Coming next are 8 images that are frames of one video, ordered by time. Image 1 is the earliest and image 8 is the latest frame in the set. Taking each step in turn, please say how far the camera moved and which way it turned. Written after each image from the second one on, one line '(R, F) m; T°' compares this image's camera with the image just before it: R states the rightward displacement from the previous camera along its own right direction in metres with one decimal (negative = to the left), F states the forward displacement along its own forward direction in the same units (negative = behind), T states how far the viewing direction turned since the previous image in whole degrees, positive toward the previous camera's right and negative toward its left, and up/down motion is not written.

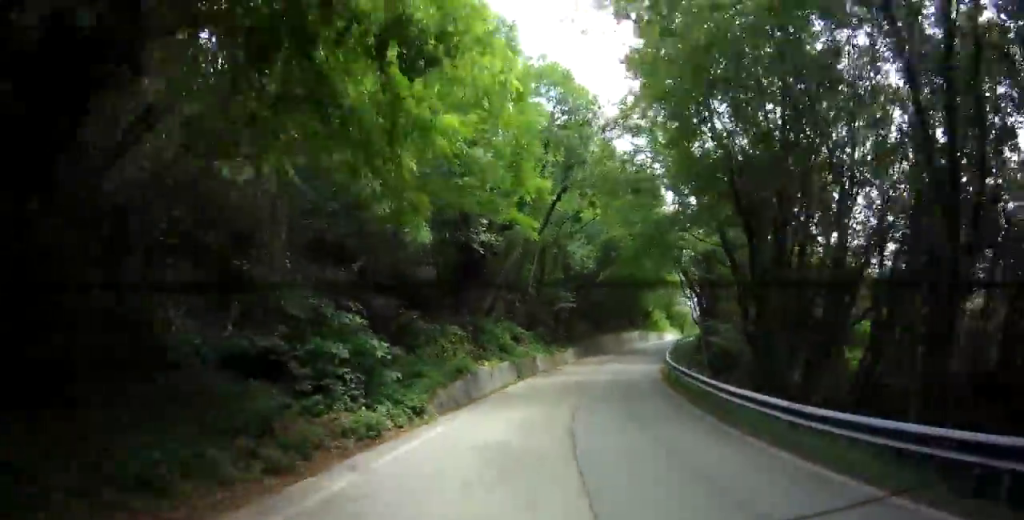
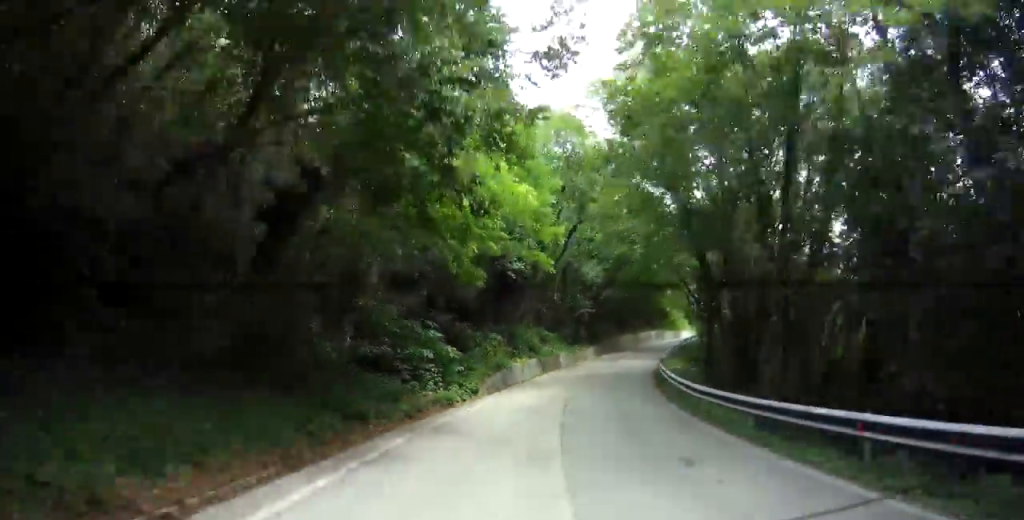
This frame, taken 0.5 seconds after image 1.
(+0.1, +7.3) m; -3°
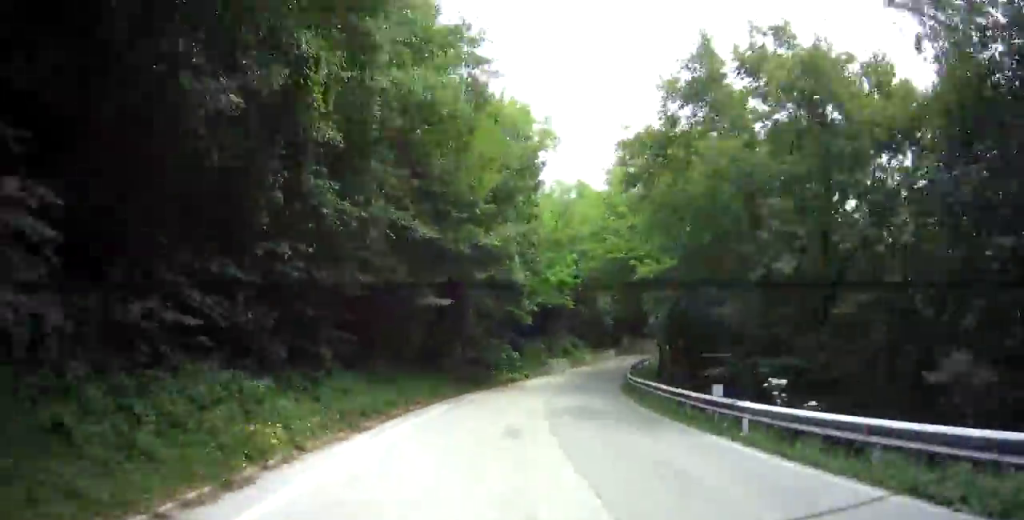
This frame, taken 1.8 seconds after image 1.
(-1.4, +17.1) m; -7°
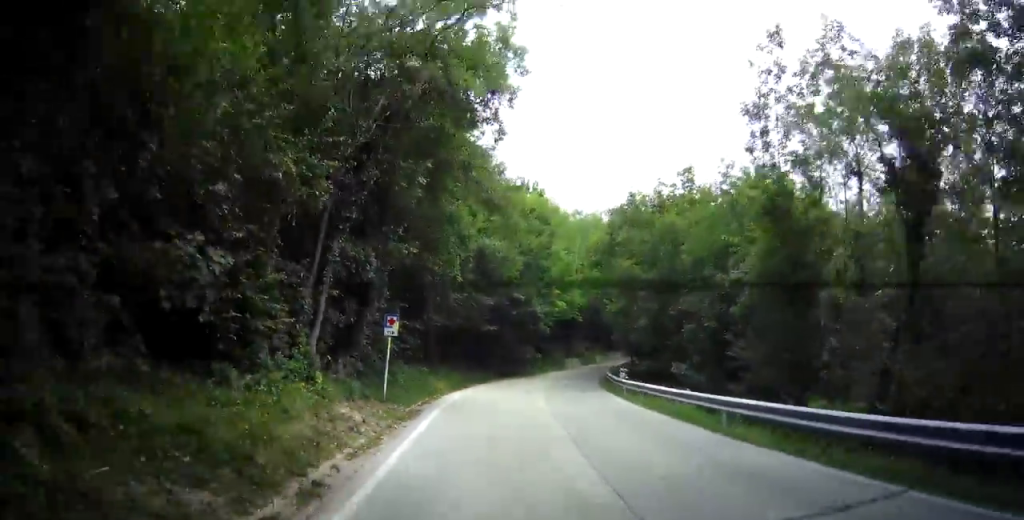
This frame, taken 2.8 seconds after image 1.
(-0.2, +13.5) m; -5°
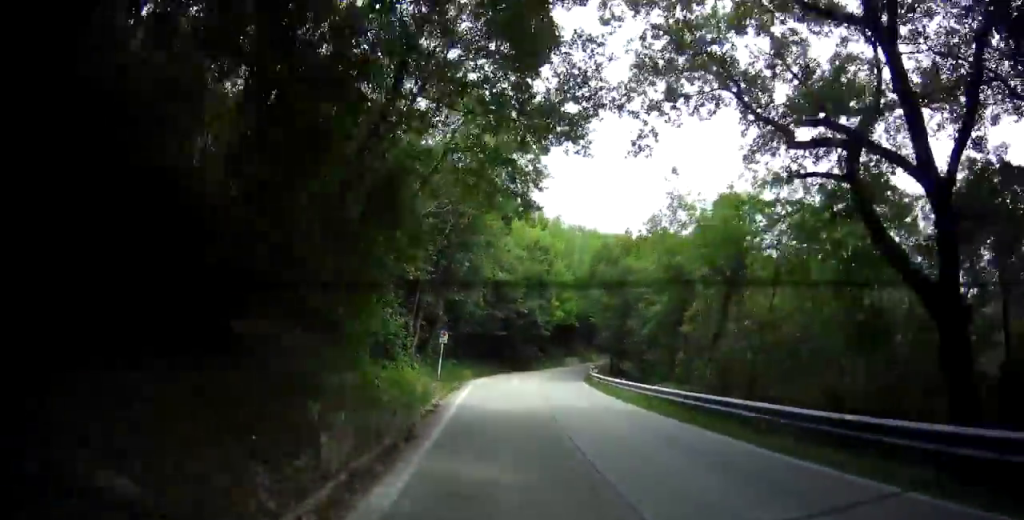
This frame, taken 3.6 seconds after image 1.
(-0.7, +9.9) m; -7°
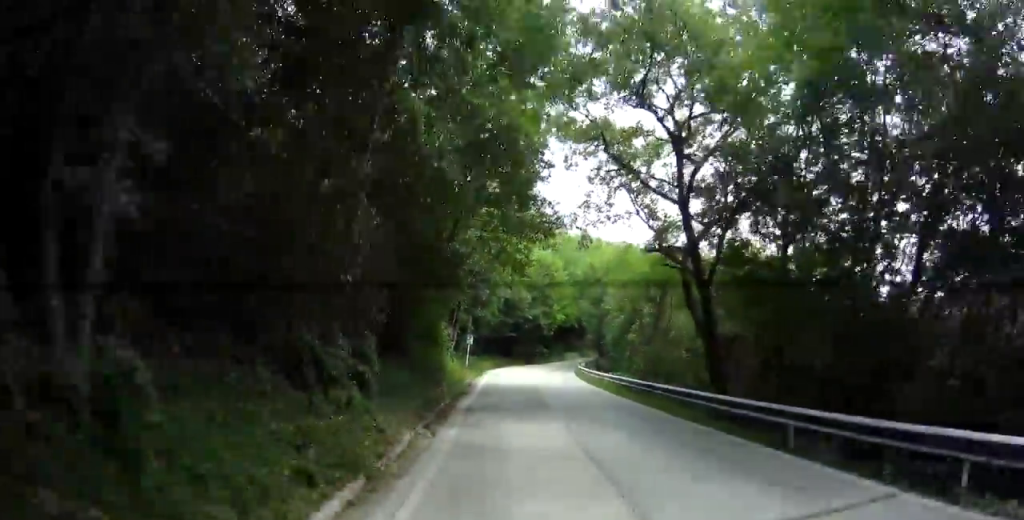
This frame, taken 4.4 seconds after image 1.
(-0.7, +10.0) m; -4°
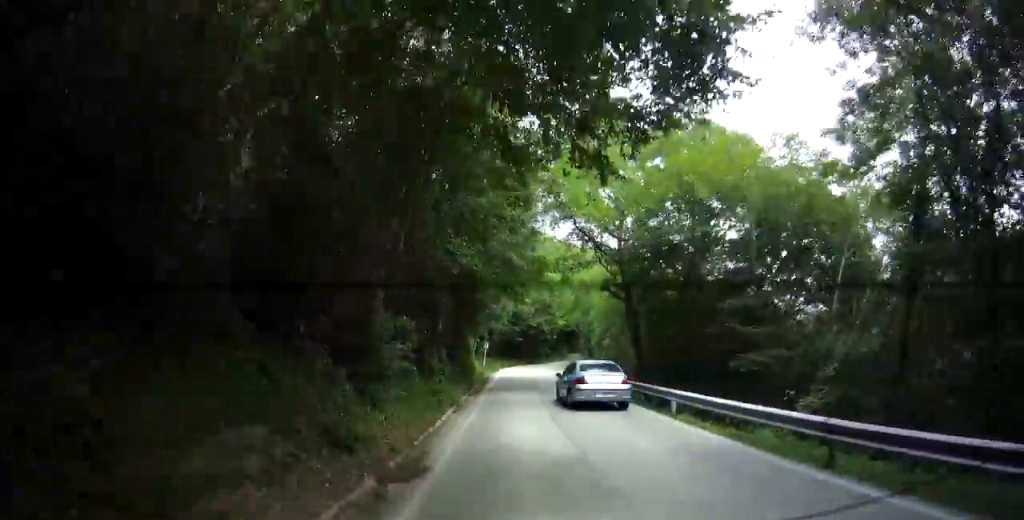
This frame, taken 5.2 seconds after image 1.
(-0.3, +10.1) m; +1°
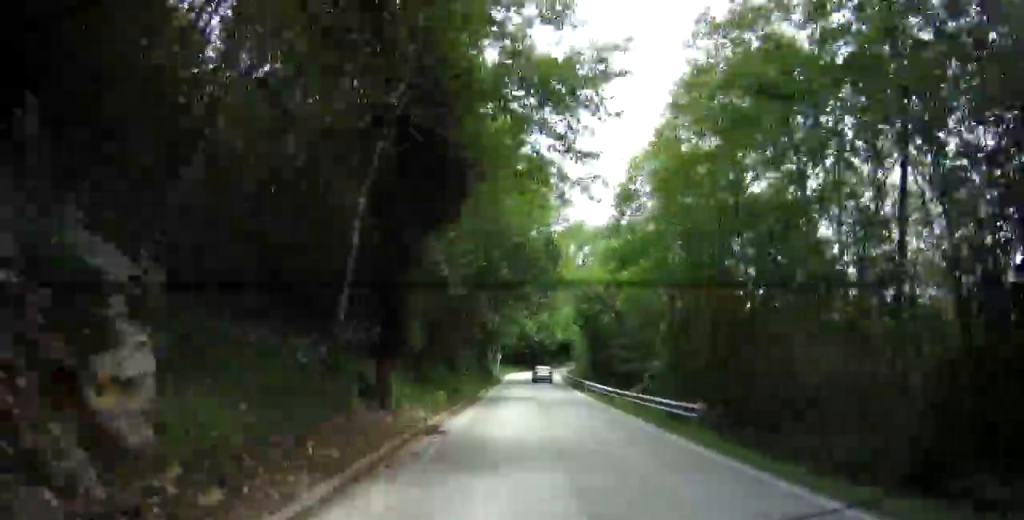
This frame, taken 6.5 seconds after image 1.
(+1.1, +16.8) m; +3°
